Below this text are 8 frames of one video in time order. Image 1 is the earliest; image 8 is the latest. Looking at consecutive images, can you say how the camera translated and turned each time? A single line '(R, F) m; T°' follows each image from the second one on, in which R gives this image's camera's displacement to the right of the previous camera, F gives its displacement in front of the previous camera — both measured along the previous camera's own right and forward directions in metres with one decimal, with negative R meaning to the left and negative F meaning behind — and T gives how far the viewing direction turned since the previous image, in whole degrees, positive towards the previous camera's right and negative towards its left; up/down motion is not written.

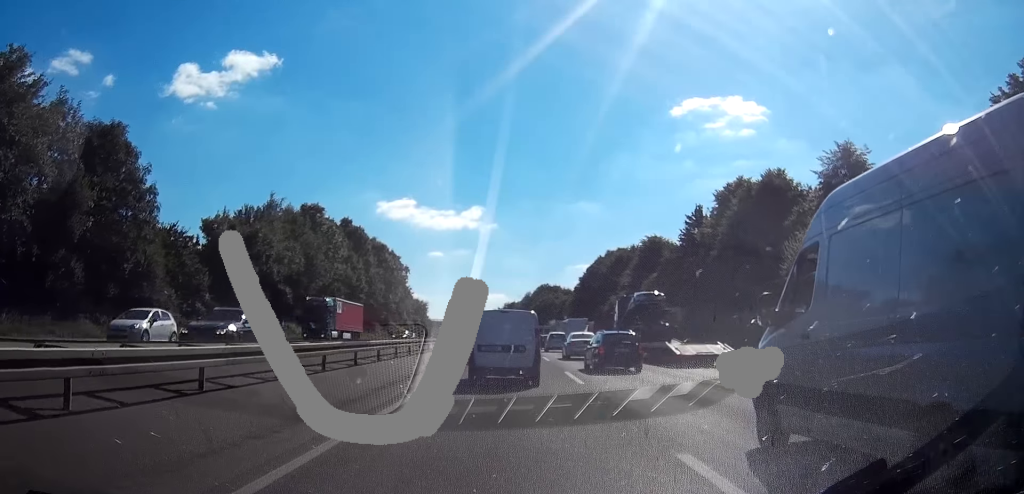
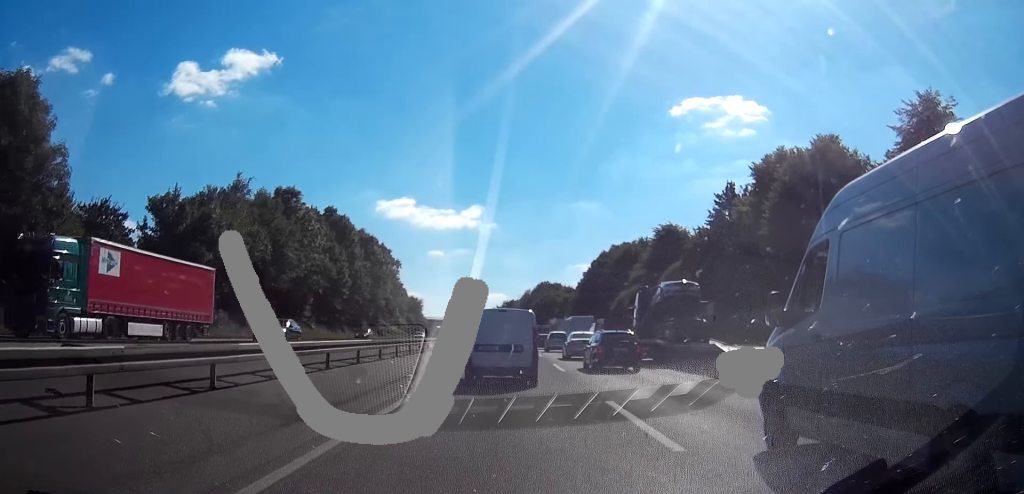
(-0.2, +12.0) m; -2°
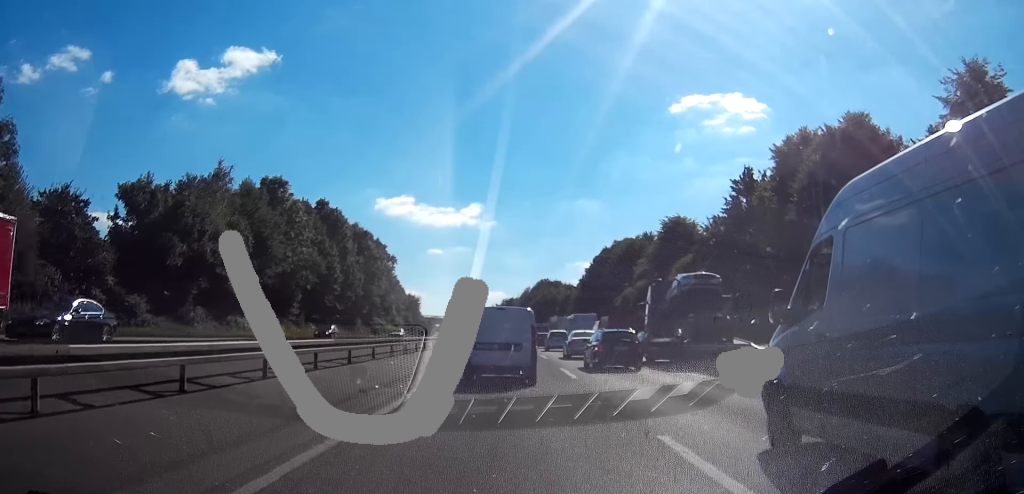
(-0.2, +5.3) m; -1°
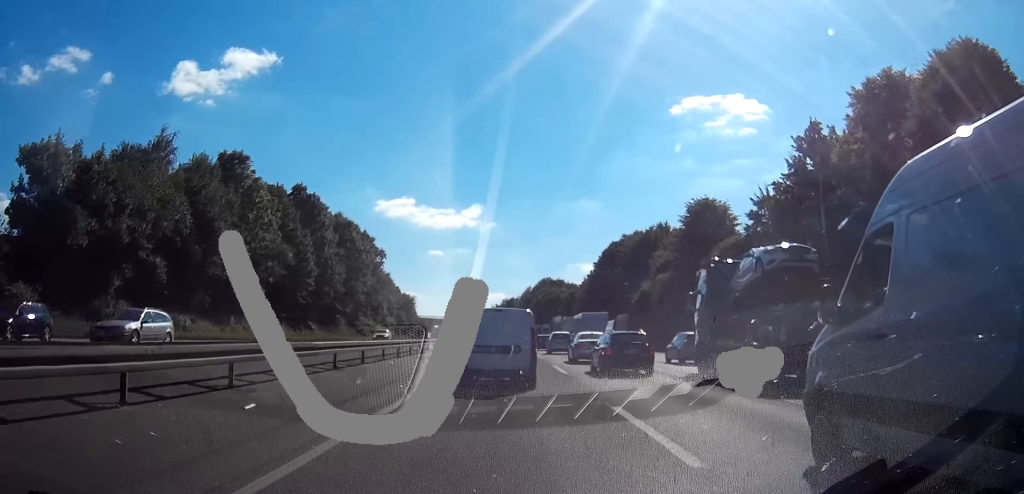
(+0.3, +13.7) m; 0°
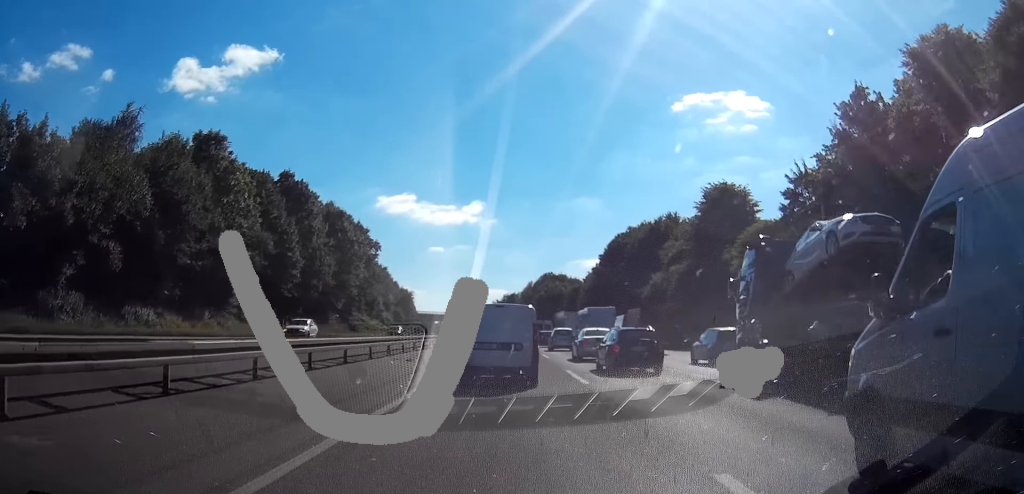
(-0.1, +6.6) m; 0°
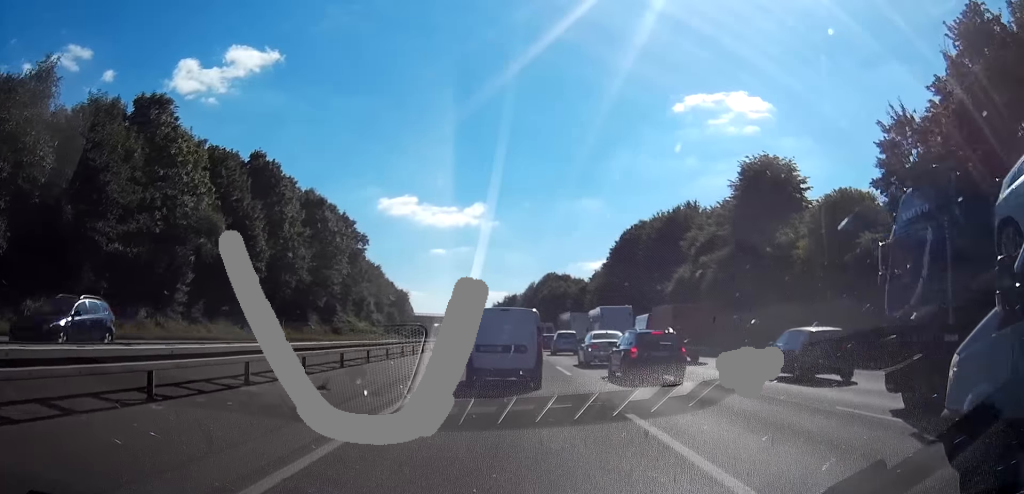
(0.0, +12.9) m; 0°
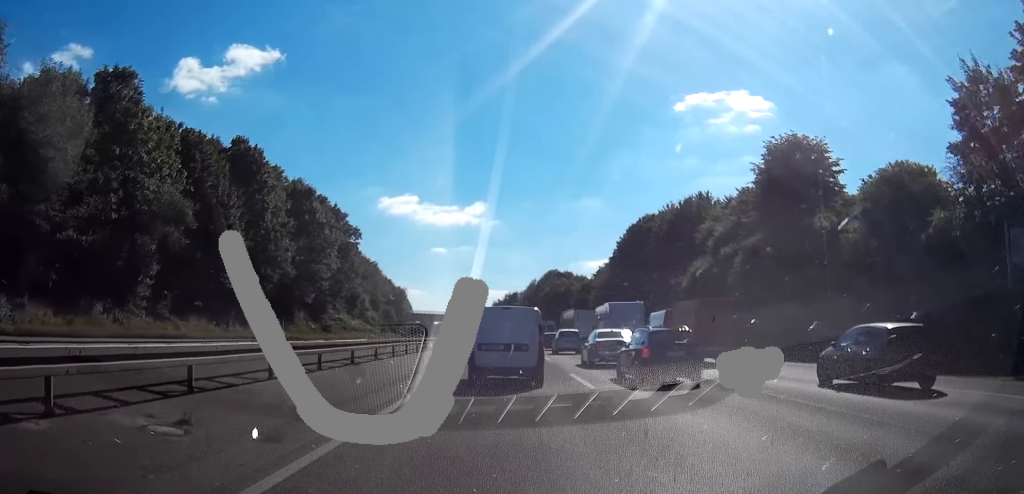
(0.0, +6.8) m; 0°
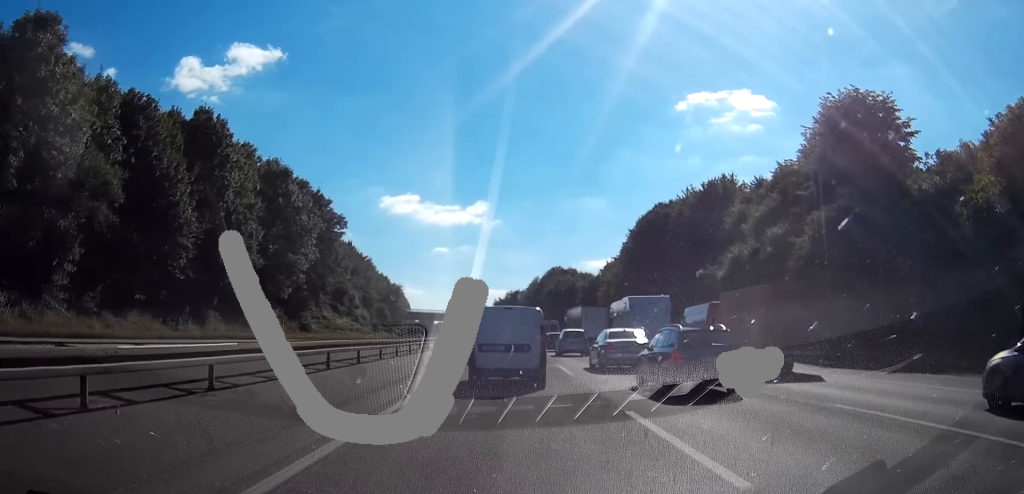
(+0.1, +11.0) m; +1°
